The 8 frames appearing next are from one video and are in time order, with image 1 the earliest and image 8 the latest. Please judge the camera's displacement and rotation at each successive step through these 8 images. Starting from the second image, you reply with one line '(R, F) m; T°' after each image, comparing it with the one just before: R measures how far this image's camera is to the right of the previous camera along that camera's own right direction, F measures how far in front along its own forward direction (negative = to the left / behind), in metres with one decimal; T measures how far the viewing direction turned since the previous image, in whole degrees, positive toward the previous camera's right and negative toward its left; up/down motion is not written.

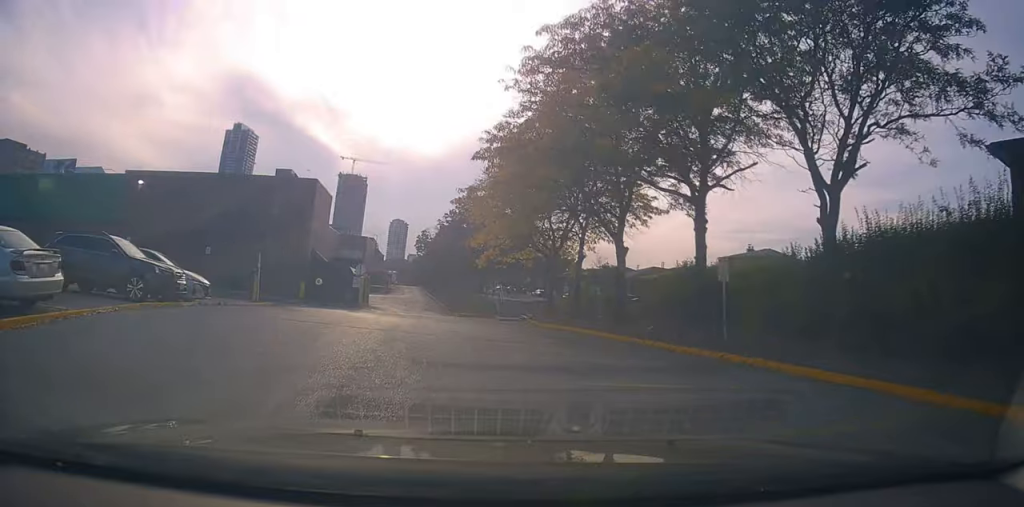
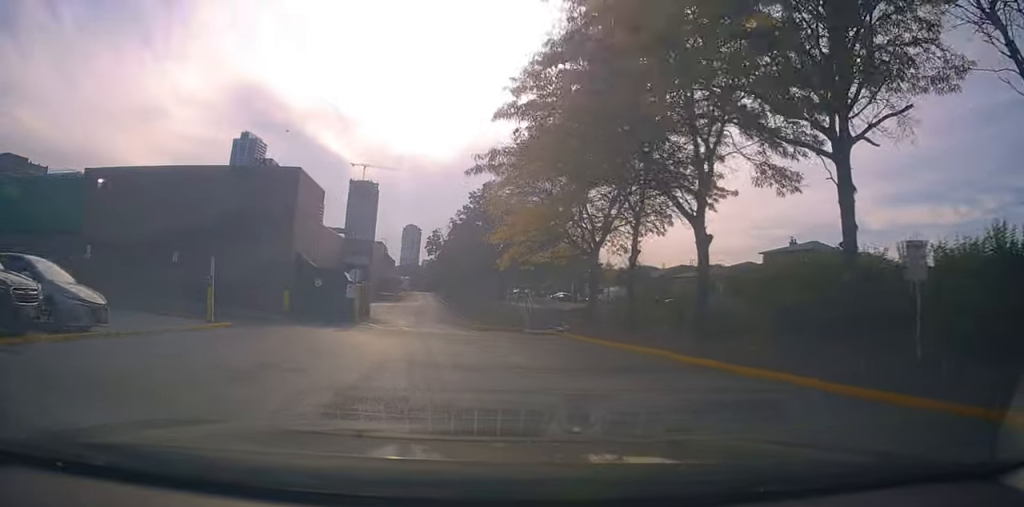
(0.0, +6.7) m; +4°
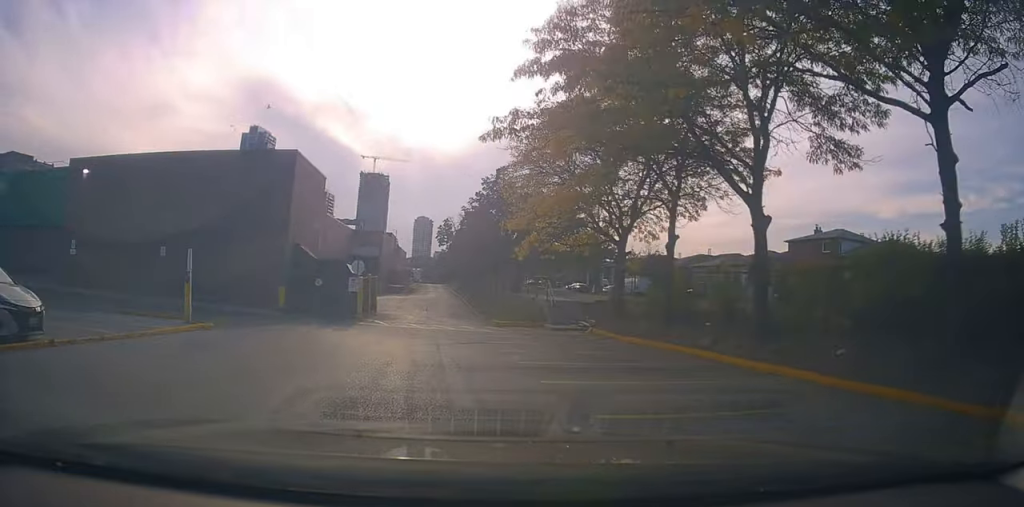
(+0.2, +3.2) m; +1°
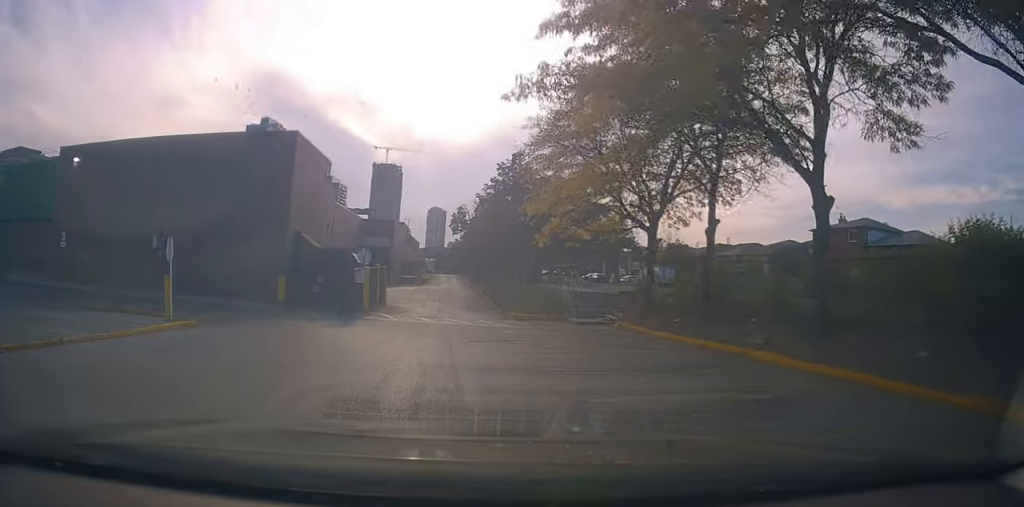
(+0.1, +3.0) m; 0°
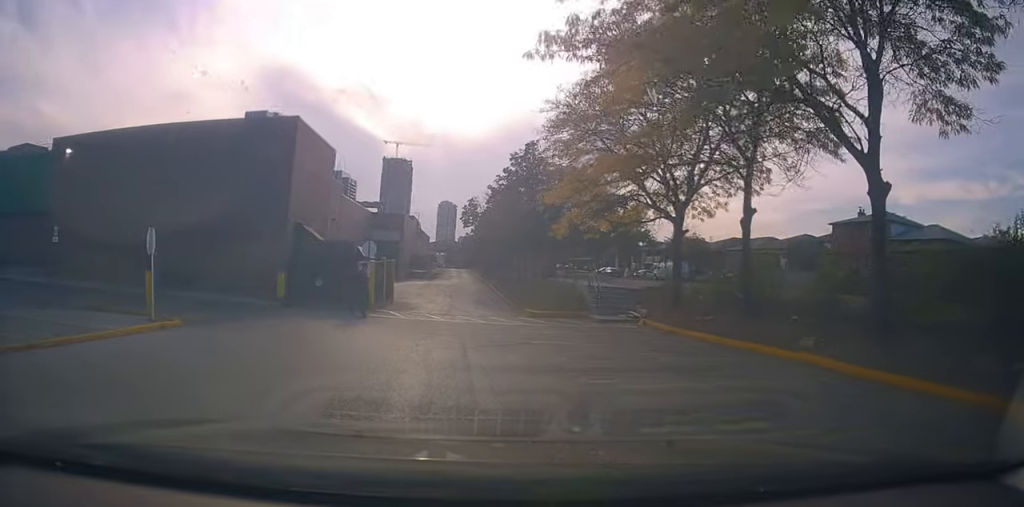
(-0.1, +2.2) m; -2°
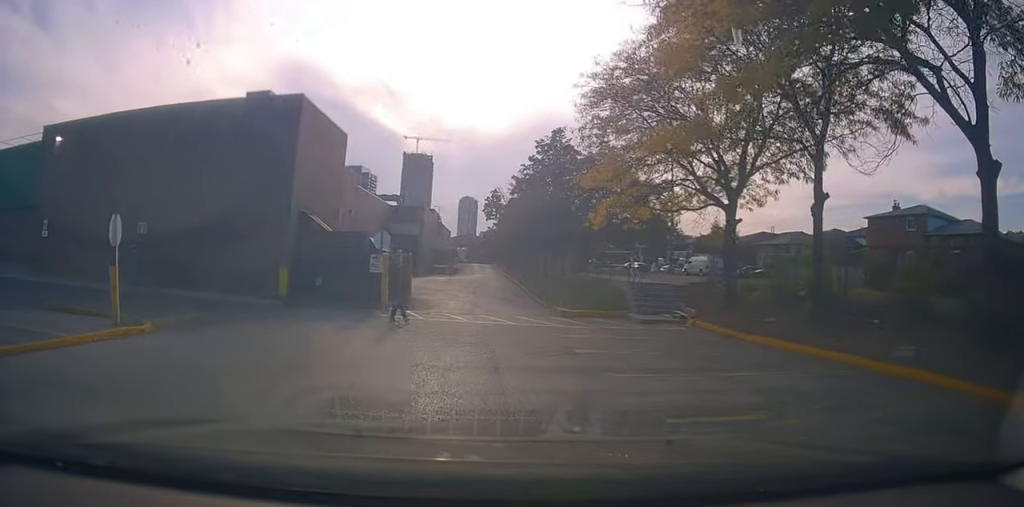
(-0.2, +4.2) m; -7°
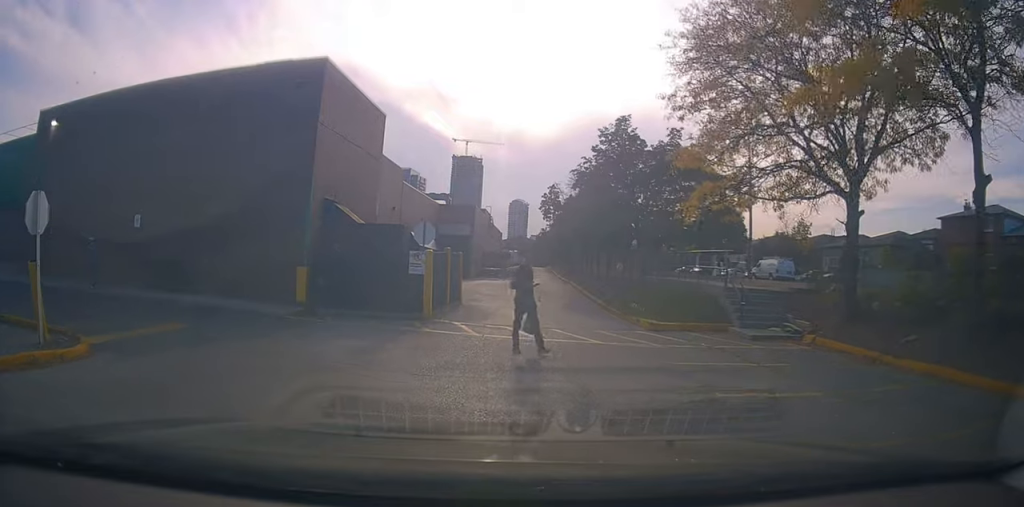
(-0.8, +4.3) m; -15°
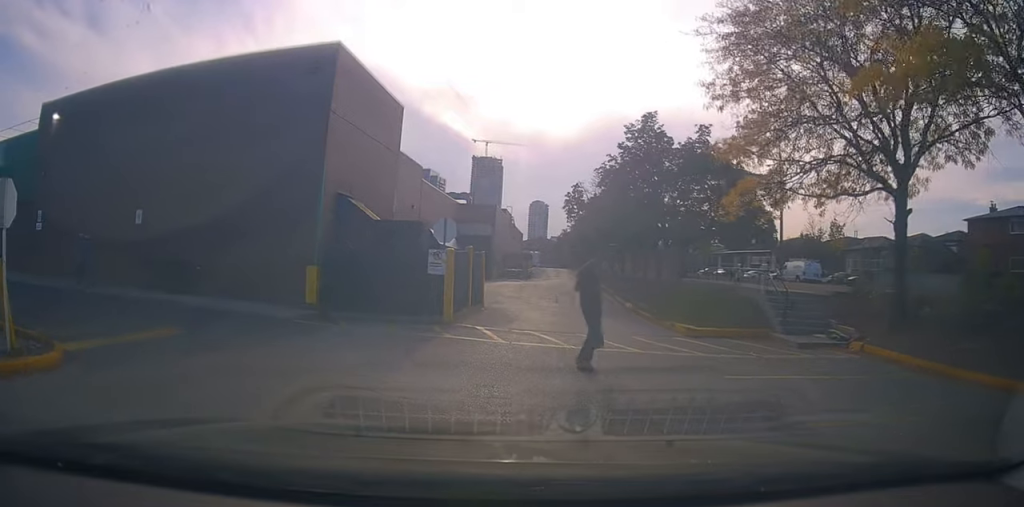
(-0.1, +1.0) m; +2°
